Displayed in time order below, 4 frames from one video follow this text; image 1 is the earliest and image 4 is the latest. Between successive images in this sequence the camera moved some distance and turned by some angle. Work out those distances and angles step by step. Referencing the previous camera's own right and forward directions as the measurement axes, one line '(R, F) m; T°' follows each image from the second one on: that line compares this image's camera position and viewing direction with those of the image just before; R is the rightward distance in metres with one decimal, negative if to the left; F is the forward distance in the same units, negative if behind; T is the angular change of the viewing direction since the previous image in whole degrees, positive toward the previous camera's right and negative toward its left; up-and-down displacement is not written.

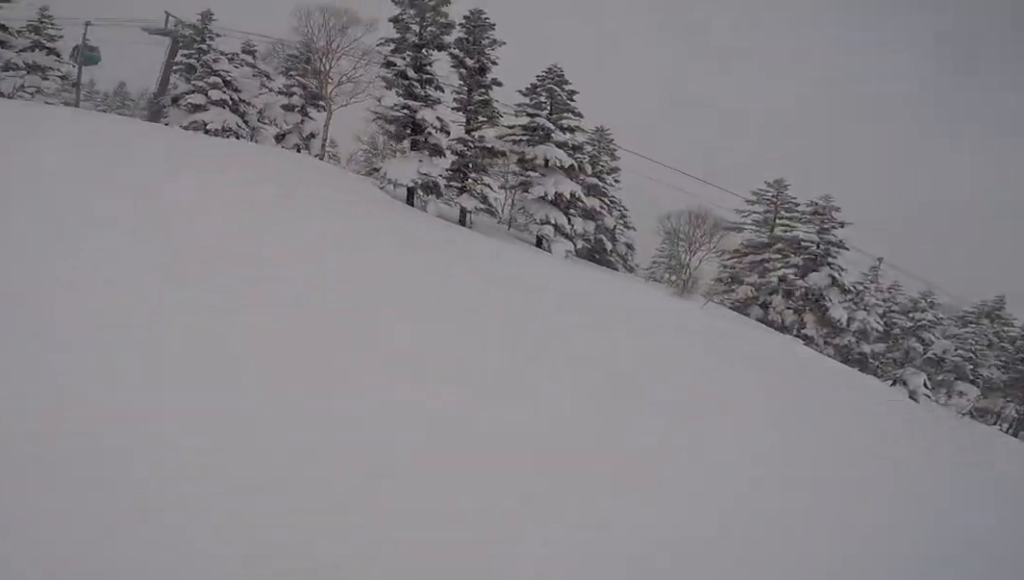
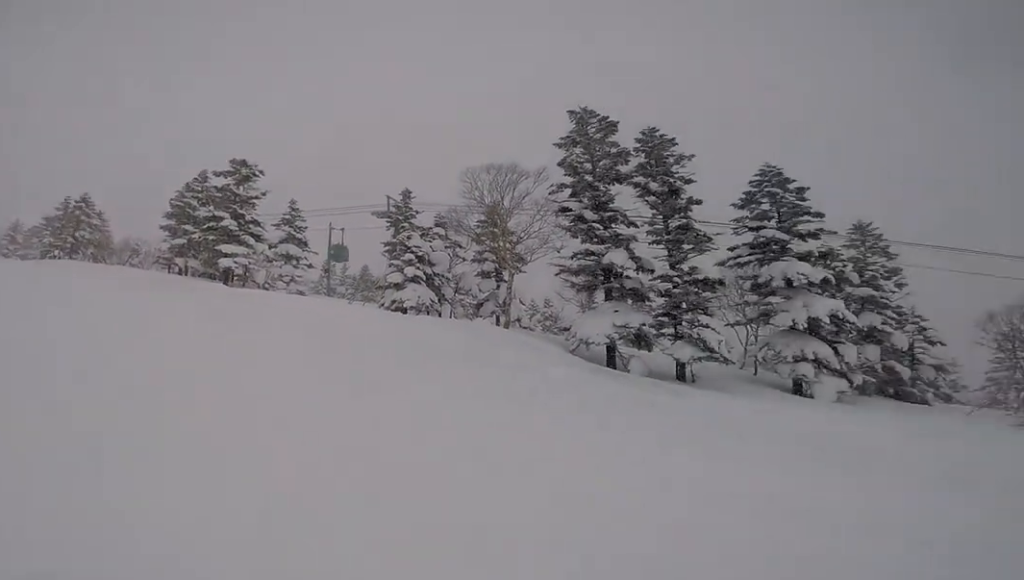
(-1.7, +2.2) m; -14°
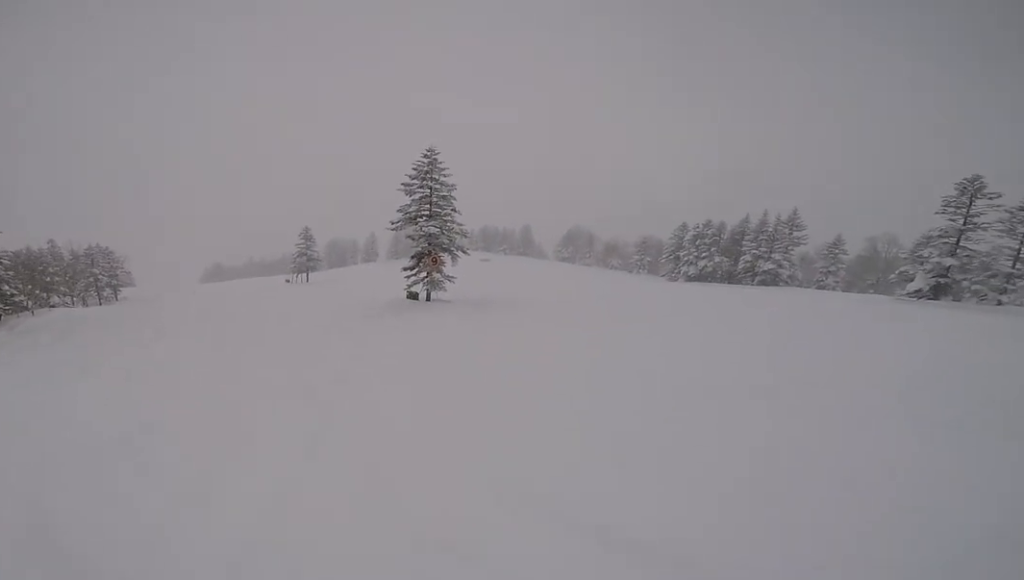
(+12.1, +9.9) m; +57°
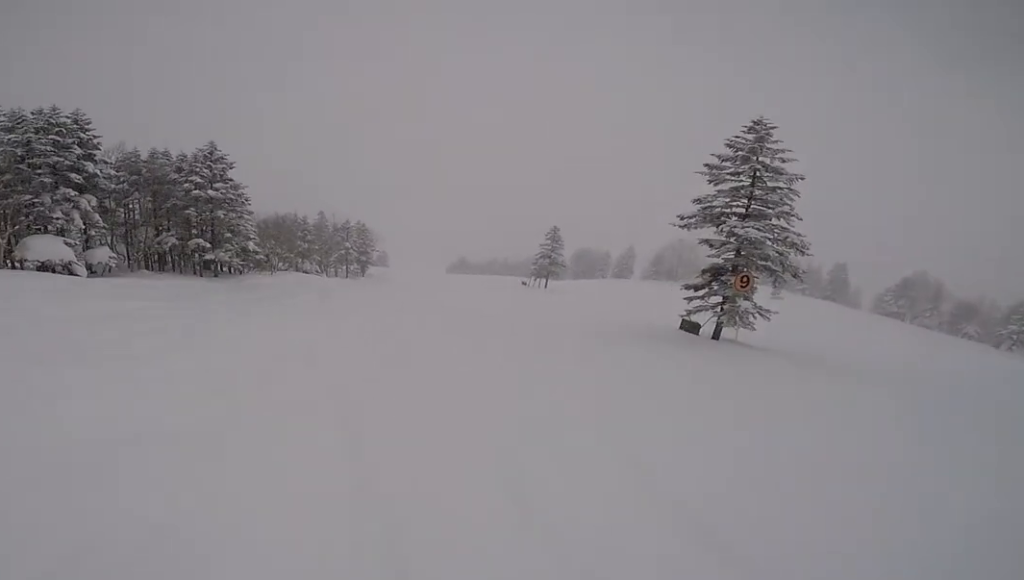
(-0.5, +5.6) m; -9°
